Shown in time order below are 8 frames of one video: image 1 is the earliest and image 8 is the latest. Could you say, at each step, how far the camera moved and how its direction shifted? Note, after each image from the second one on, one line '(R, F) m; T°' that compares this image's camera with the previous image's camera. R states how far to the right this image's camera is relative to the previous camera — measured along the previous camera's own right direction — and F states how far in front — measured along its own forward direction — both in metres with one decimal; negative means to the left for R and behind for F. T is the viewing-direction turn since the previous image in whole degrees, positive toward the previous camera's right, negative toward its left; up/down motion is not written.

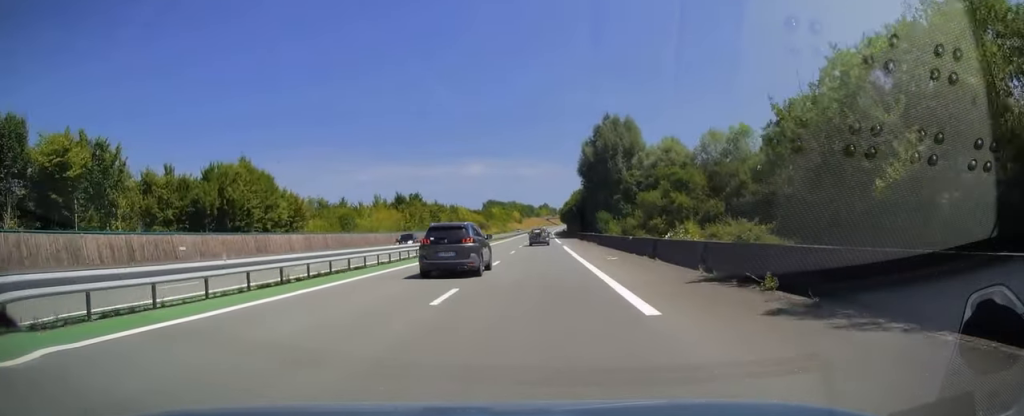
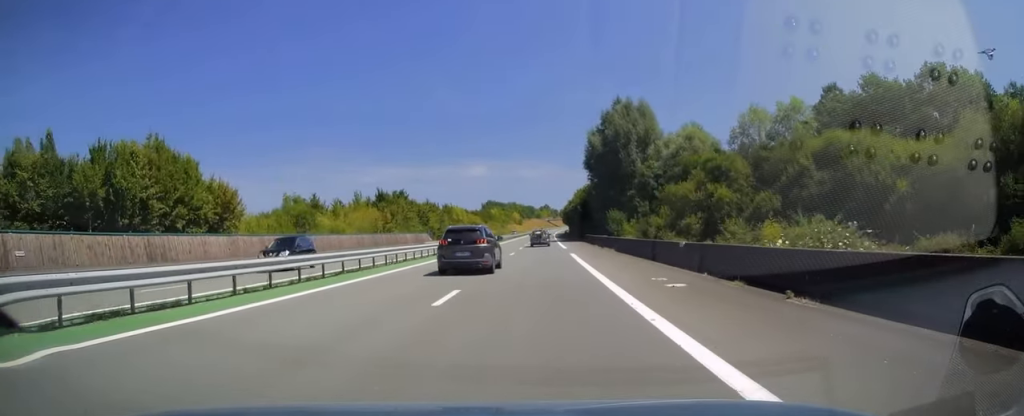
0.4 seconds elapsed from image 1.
(0.0, +12.7) m; 0°
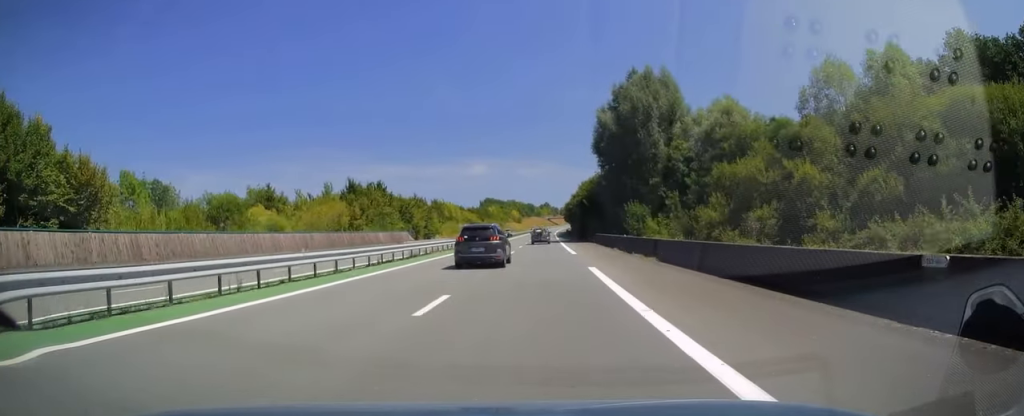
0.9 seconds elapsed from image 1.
(0.0, +14.7) m; 0°
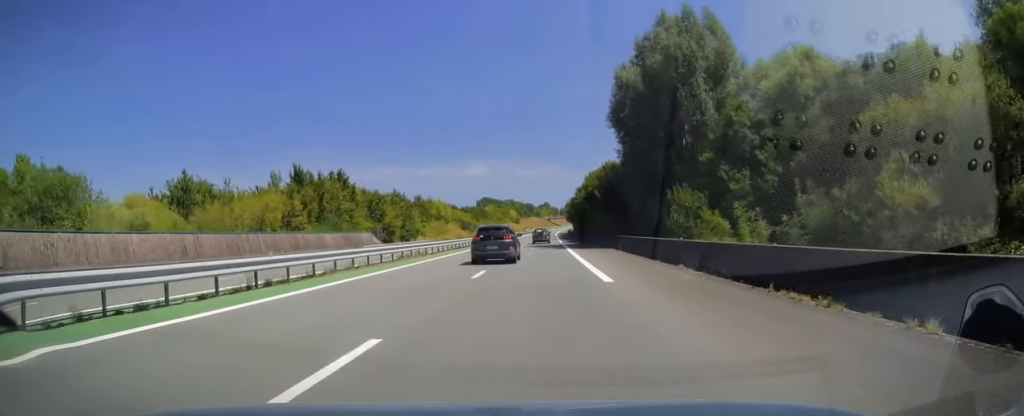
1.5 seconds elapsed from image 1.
(0.0, +18.1) m; 0°
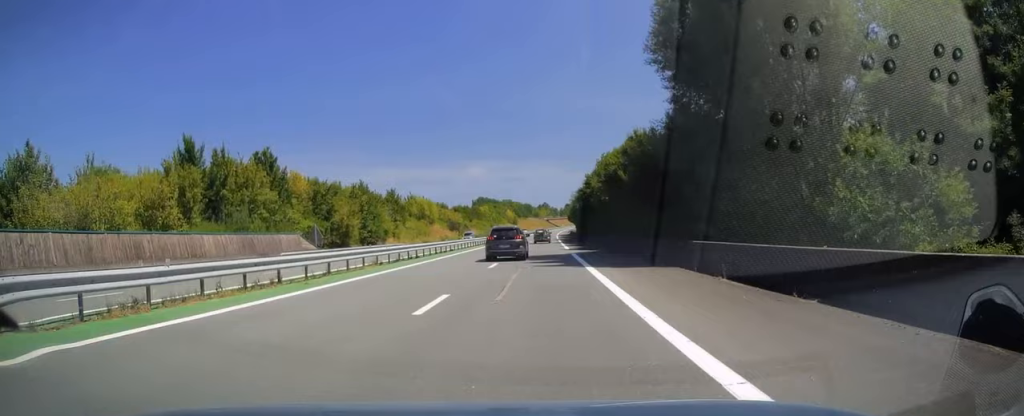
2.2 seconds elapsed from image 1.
(0.0, +20.5) m; 0°
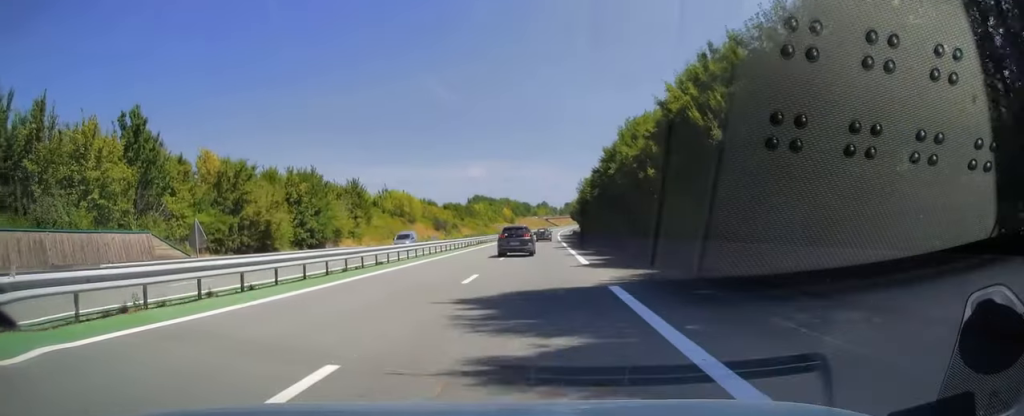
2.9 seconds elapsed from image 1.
(-0.1, +20.1) m; 0°
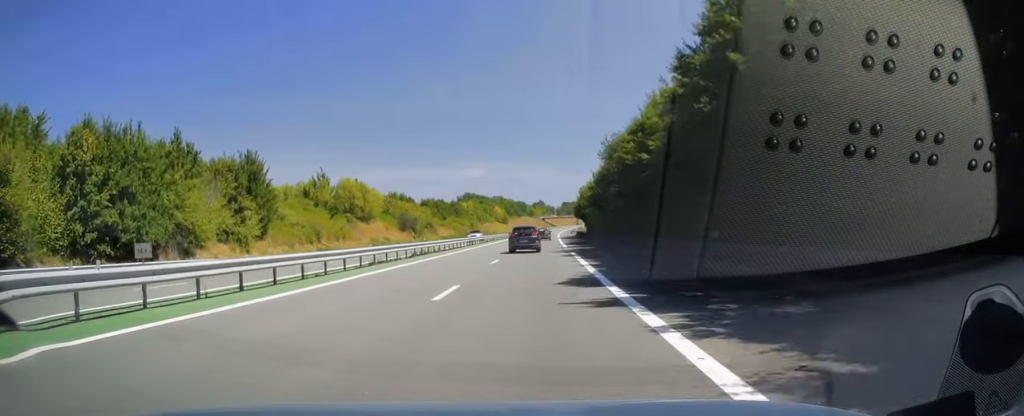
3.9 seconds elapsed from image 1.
(+0.1, +29.9) m; 0°
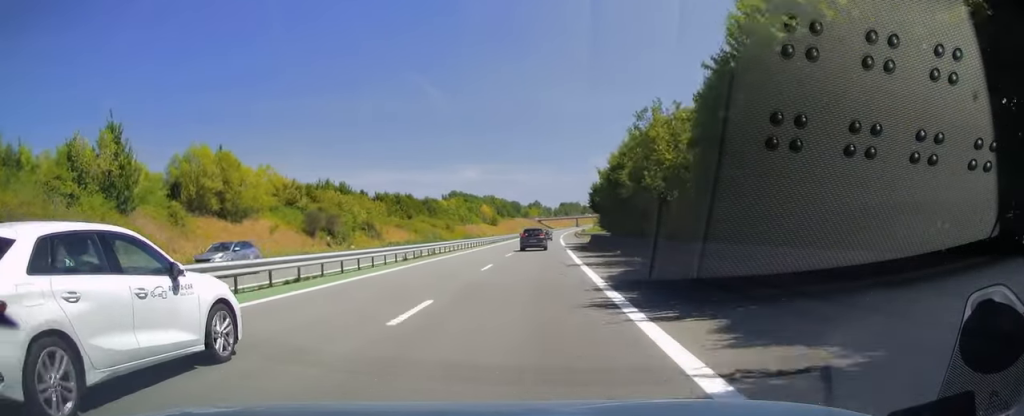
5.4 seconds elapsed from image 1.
(+0.3, +42.1) m; 0°
